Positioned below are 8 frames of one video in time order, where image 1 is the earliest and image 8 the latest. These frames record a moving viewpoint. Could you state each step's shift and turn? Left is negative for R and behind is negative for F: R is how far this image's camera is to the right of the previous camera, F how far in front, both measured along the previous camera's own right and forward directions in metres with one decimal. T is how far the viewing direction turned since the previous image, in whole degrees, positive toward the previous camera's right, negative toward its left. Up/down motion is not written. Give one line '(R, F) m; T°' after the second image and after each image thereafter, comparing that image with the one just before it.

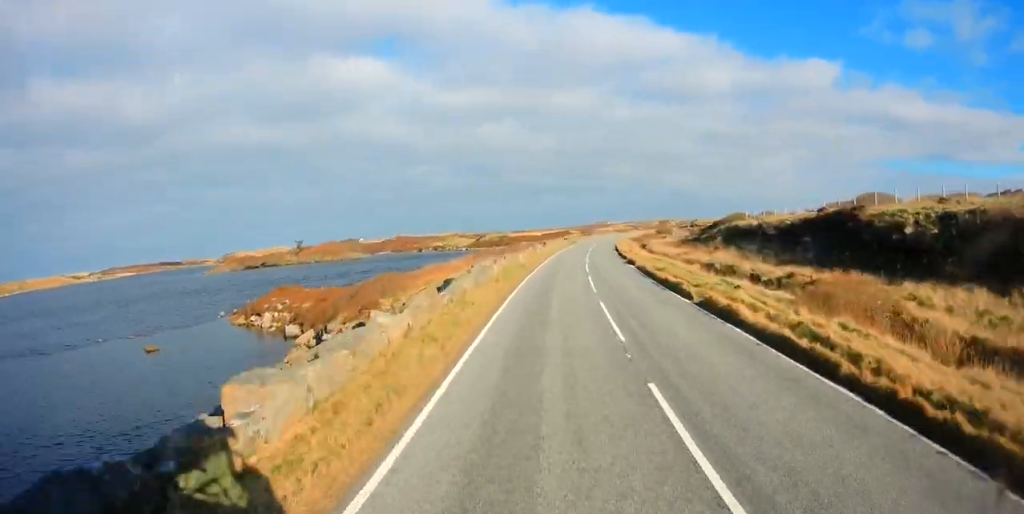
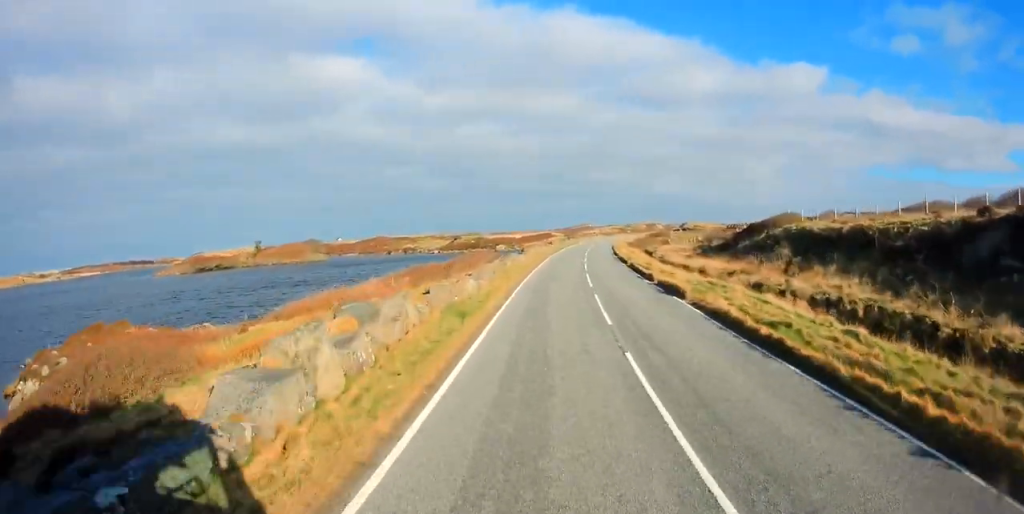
(+0.3, +16.8) m; +1°
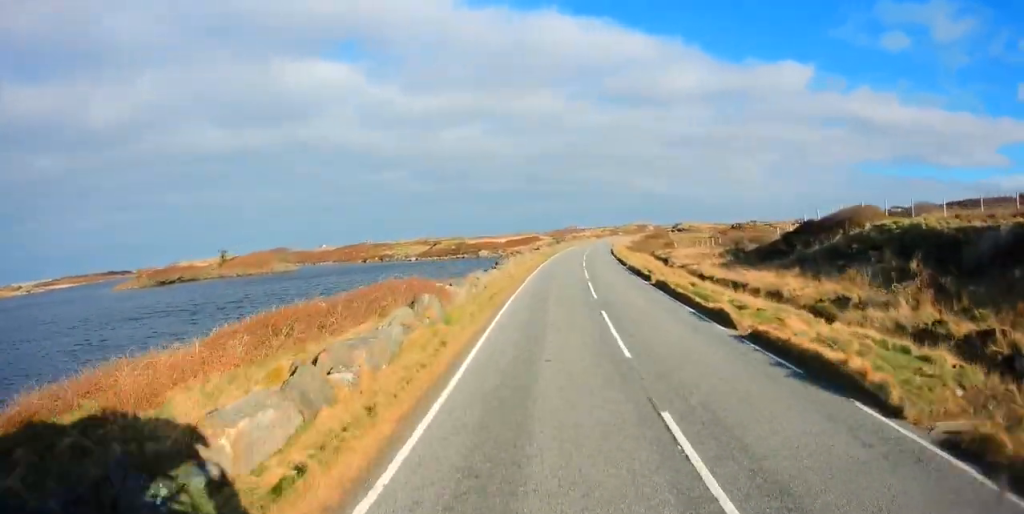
(0.0, +13.1) m; +1°
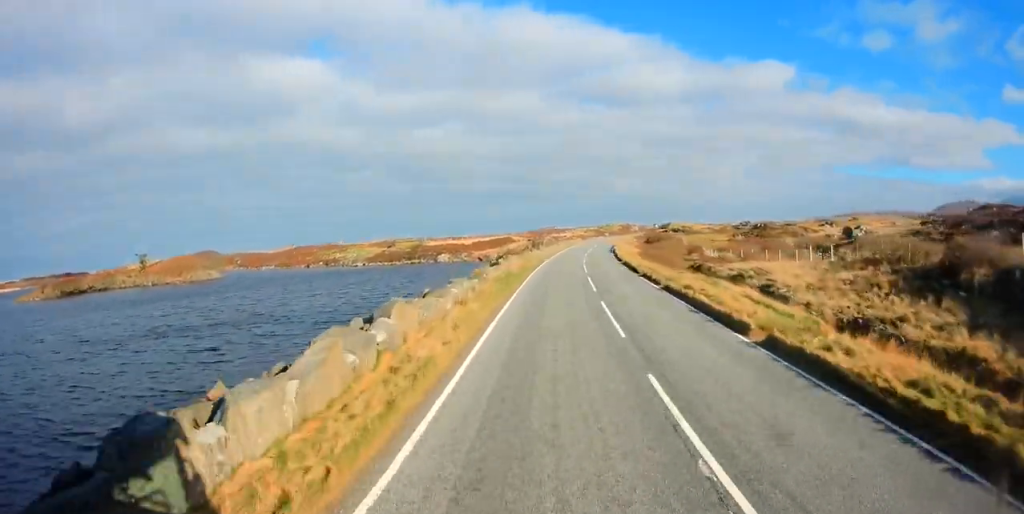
(+0.7, +26.1) m; +3°
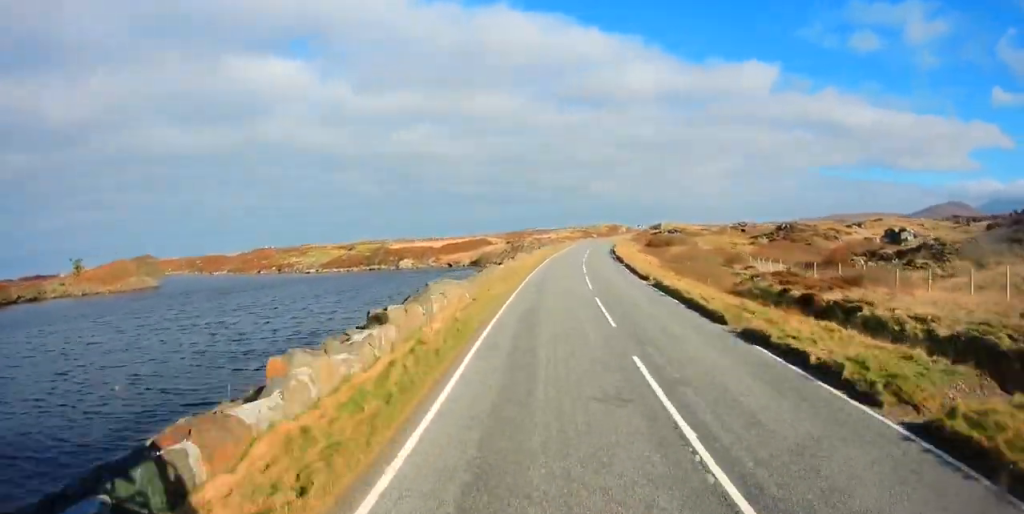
(+0.2, +16.8) m; +1°
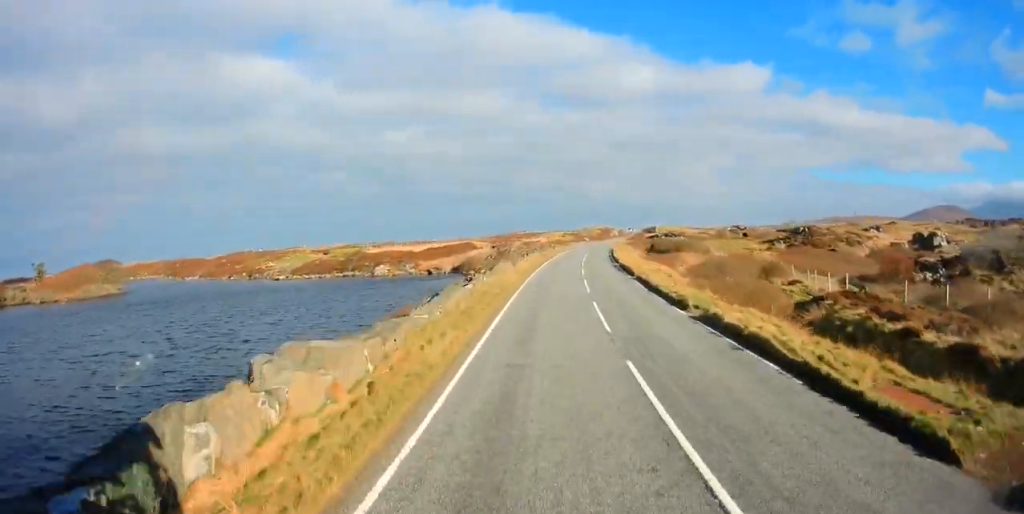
(0.0, +9.1) m; 0°
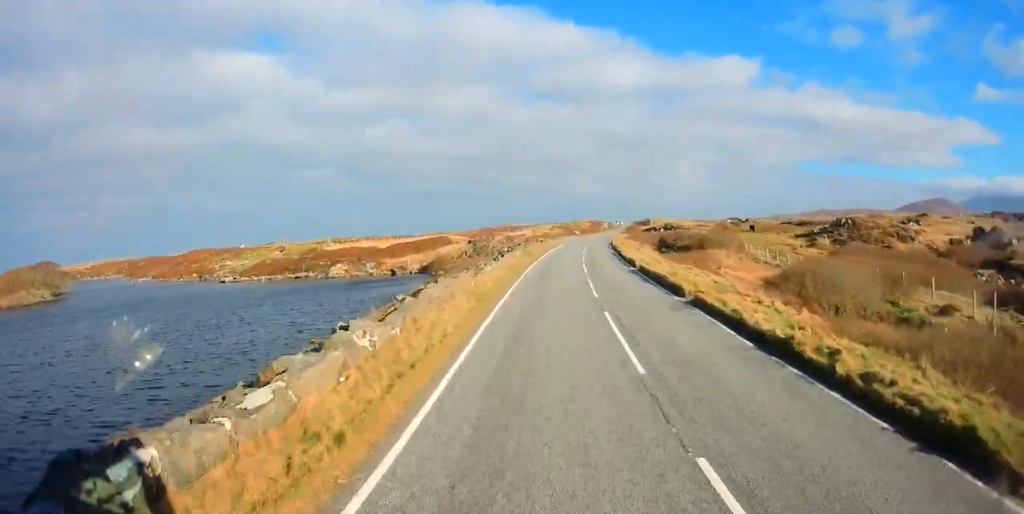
(0.0, +13.4) m; +3°
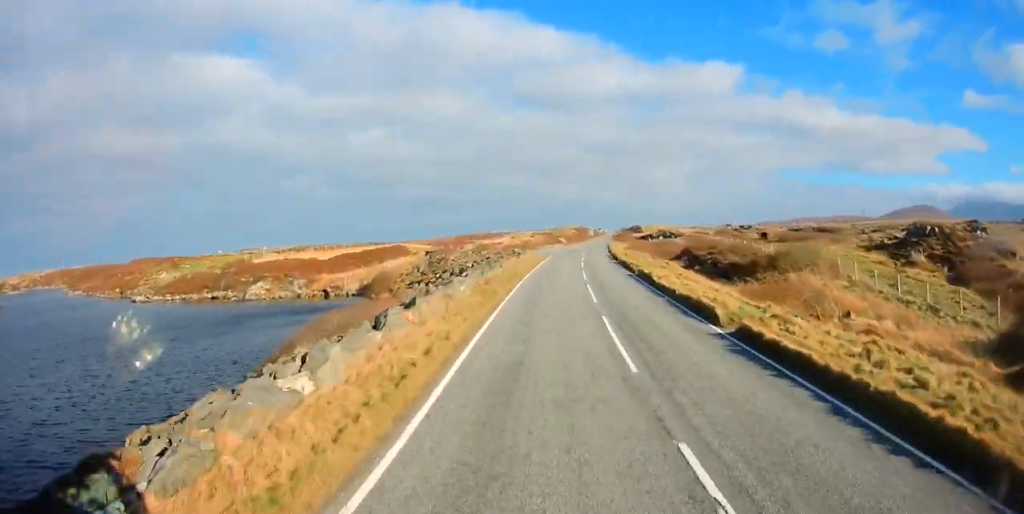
(+1.1, +19.0) m; +4°
